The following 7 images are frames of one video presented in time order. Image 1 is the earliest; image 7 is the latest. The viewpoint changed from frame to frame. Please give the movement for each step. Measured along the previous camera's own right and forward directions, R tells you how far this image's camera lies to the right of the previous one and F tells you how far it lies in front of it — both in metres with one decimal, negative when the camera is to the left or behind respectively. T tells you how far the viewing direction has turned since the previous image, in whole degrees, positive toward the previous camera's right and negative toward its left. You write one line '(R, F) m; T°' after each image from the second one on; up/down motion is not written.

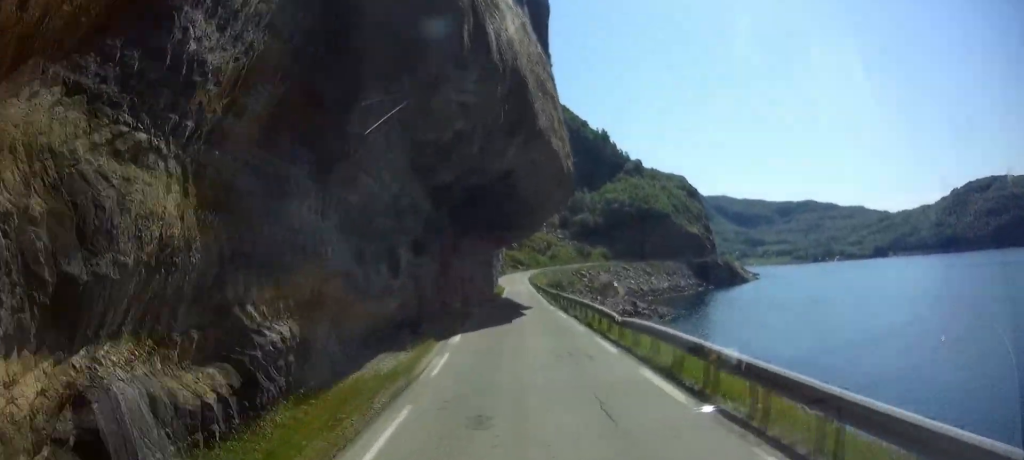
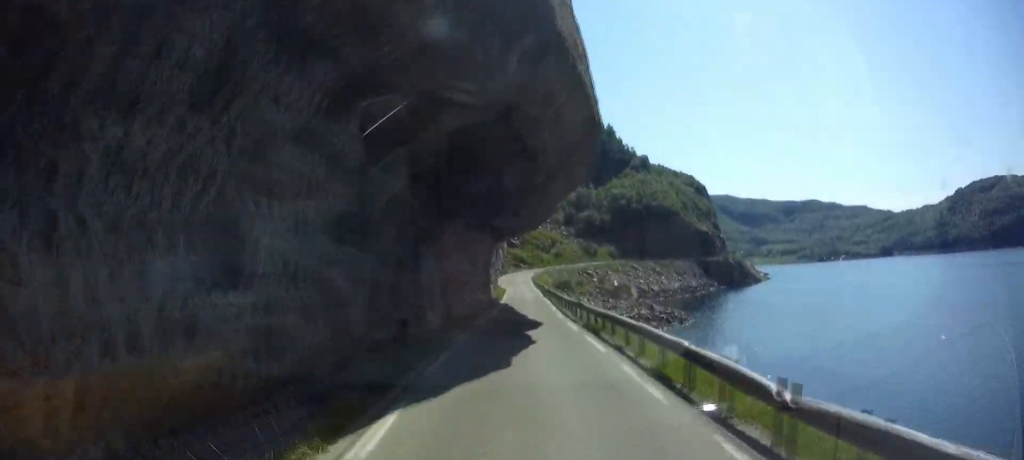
(-0.2, +11.0) m; -1°
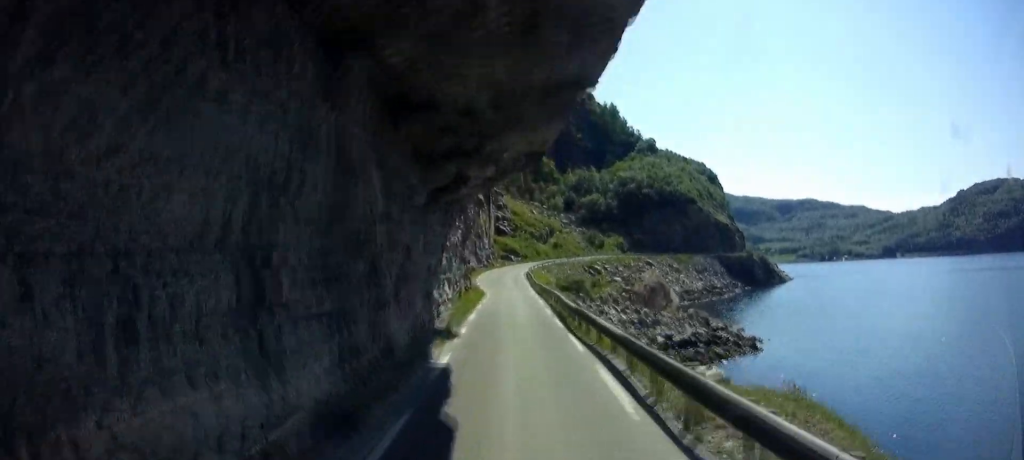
(-0.4, +30.5) m; -1°
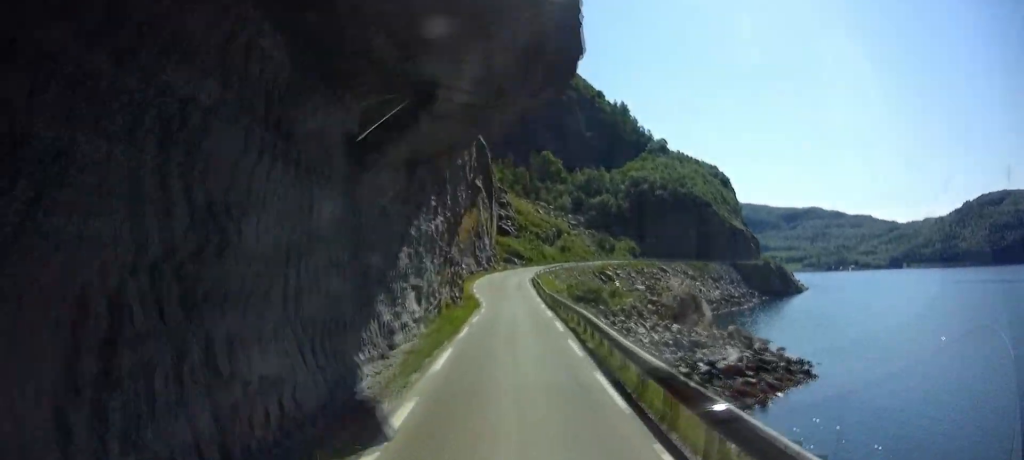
(-0.1, +10.8) m; -1°
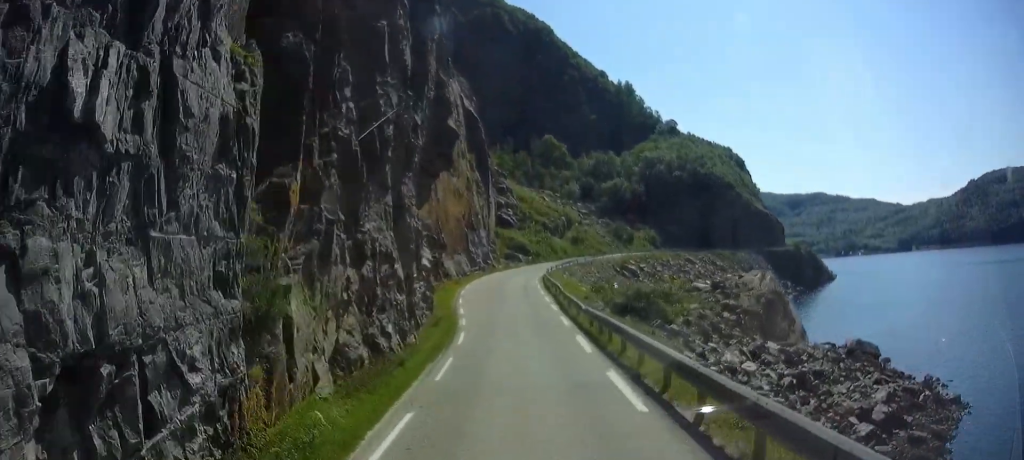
(-0.1, +18.2) m; 0°
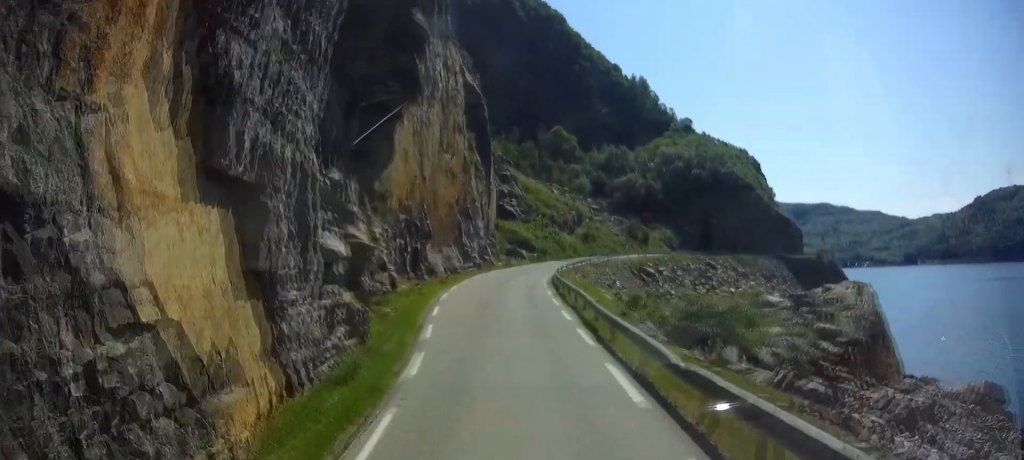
(0.0, +11.7) m; -1°
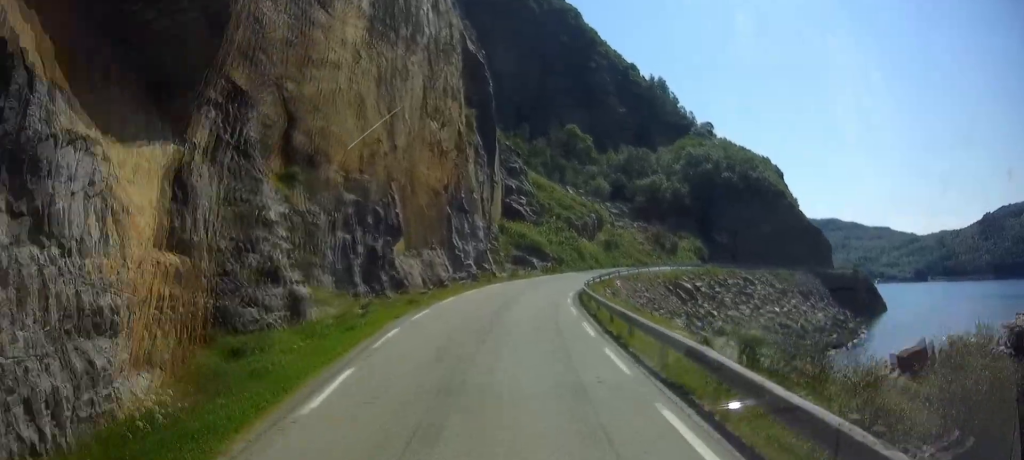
(-0.3, +14.5) m; -1°
